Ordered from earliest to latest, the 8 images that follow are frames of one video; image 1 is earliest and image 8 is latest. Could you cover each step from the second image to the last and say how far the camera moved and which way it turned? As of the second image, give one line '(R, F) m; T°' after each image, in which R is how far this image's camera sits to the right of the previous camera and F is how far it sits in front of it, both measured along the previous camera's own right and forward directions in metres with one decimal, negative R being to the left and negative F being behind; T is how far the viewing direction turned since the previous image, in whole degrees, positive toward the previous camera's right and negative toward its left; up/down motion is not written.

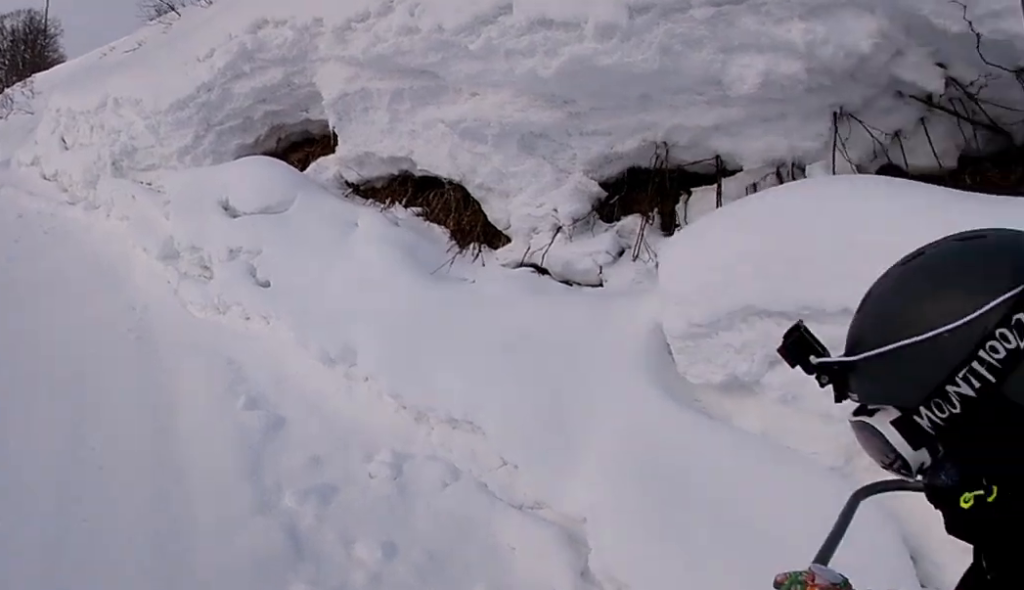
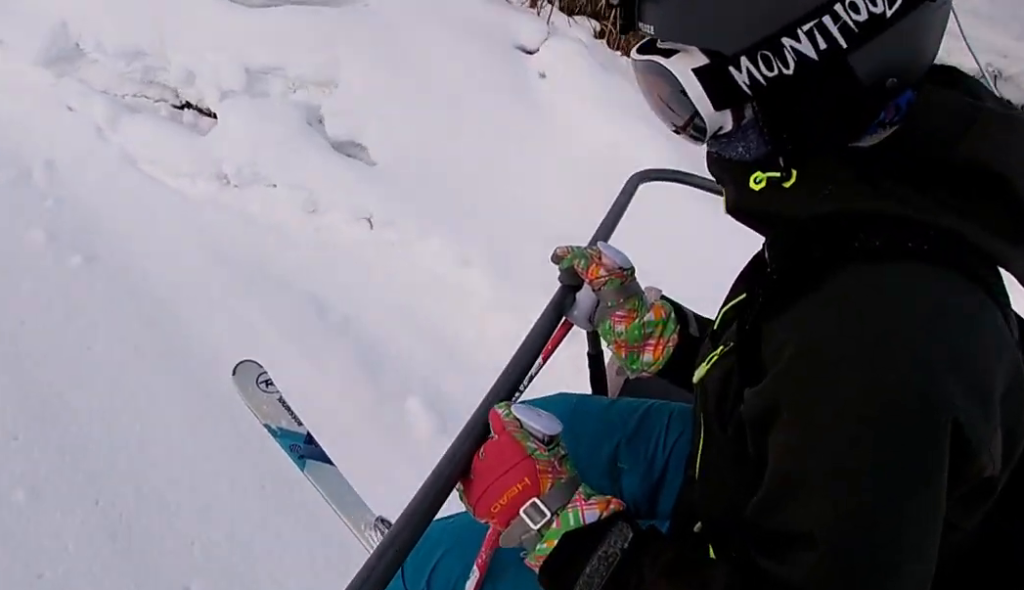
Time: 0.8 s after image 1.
(-0.7, +3.4) m; -3°
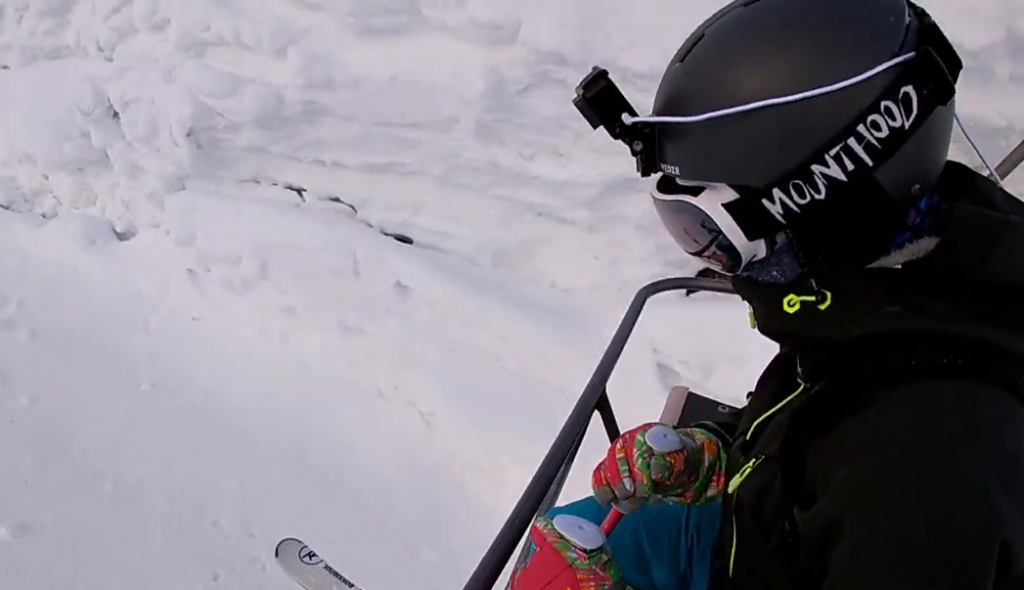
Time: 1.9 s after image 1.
(+0.3, +5.1) m; +14°
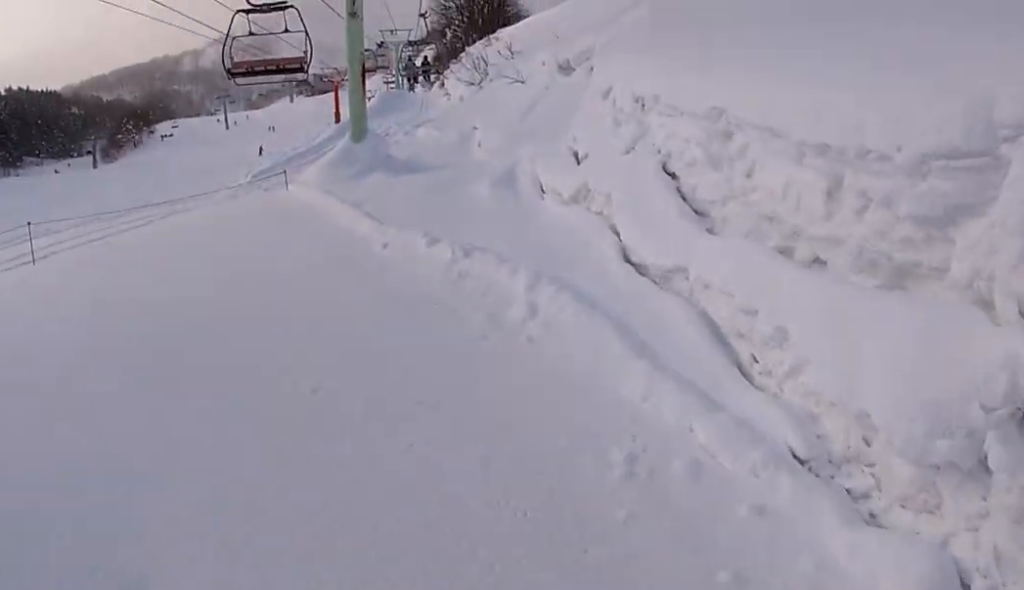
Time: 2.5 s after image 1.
(+0.2, +2.4) m; +1°
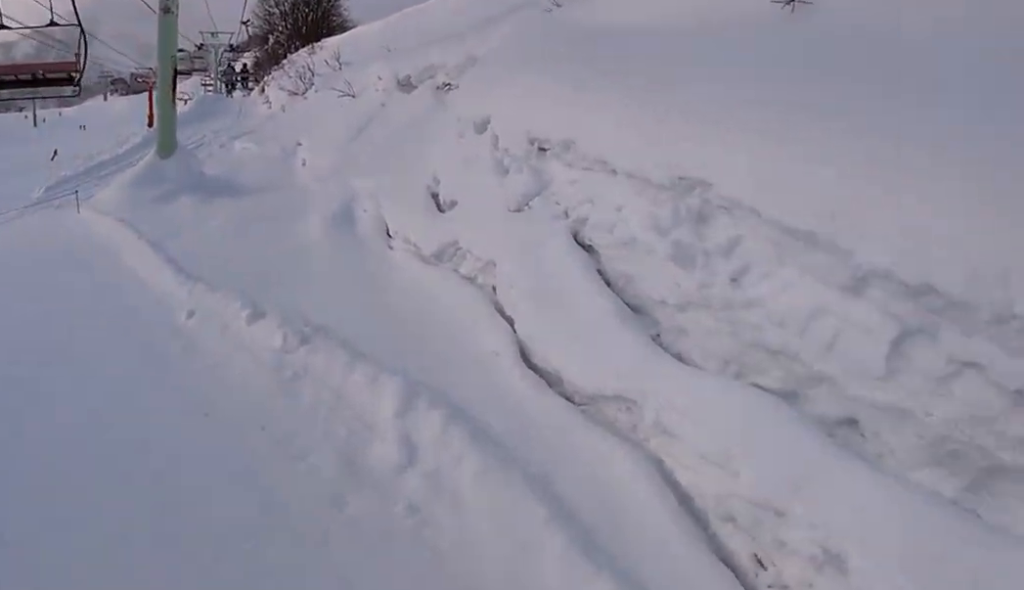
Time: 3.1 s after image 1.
(+0.5, +2.6) m; -9°
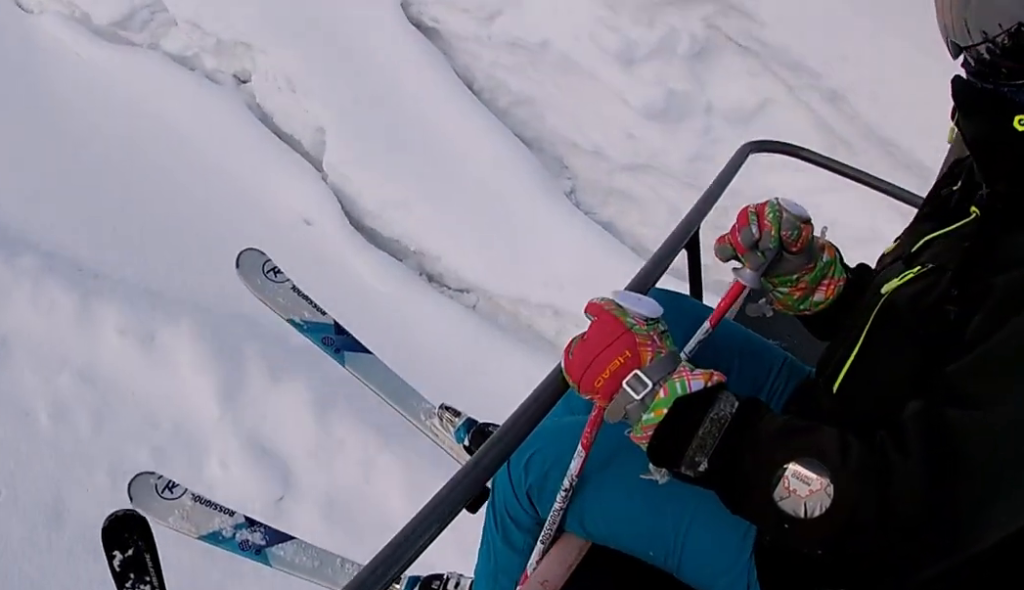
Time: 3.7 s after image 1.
(-0.7, +2.5) m; -5°
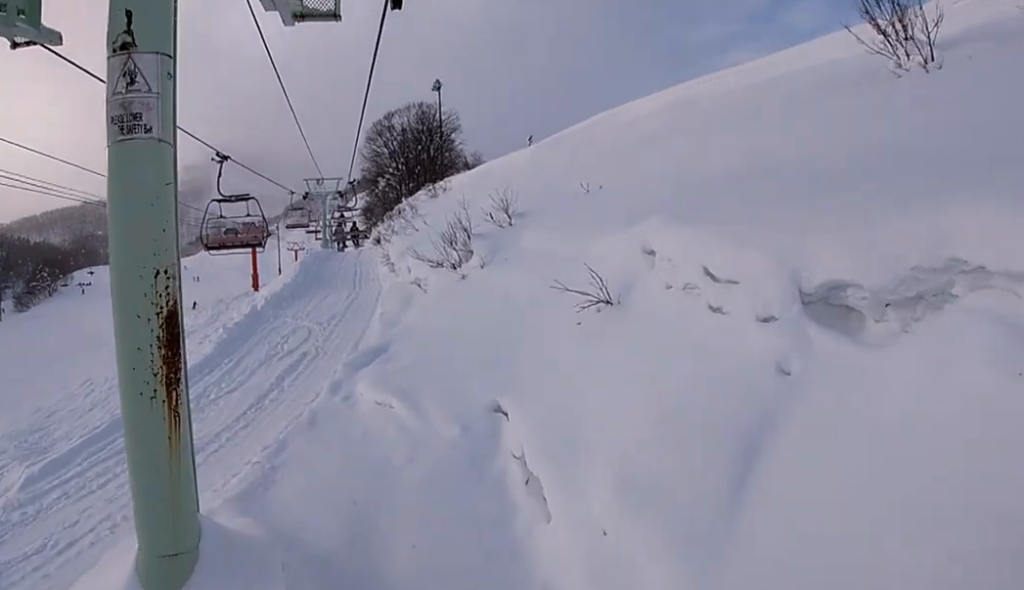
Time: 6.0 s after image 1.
(-1.1, +10.4) m; -4°
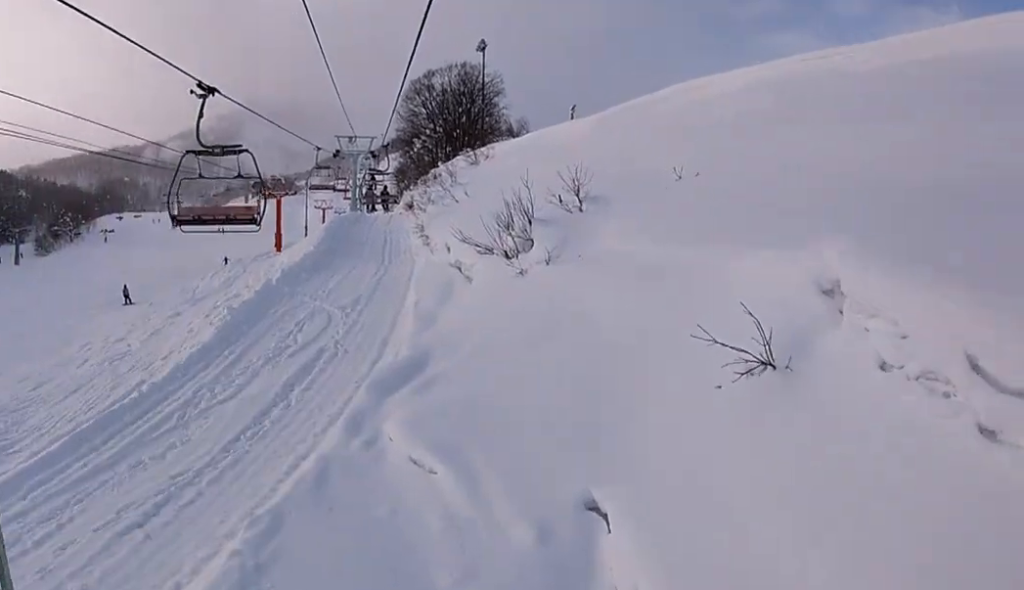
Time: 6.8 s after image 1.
(+0.5, +3.8) m; +13°
